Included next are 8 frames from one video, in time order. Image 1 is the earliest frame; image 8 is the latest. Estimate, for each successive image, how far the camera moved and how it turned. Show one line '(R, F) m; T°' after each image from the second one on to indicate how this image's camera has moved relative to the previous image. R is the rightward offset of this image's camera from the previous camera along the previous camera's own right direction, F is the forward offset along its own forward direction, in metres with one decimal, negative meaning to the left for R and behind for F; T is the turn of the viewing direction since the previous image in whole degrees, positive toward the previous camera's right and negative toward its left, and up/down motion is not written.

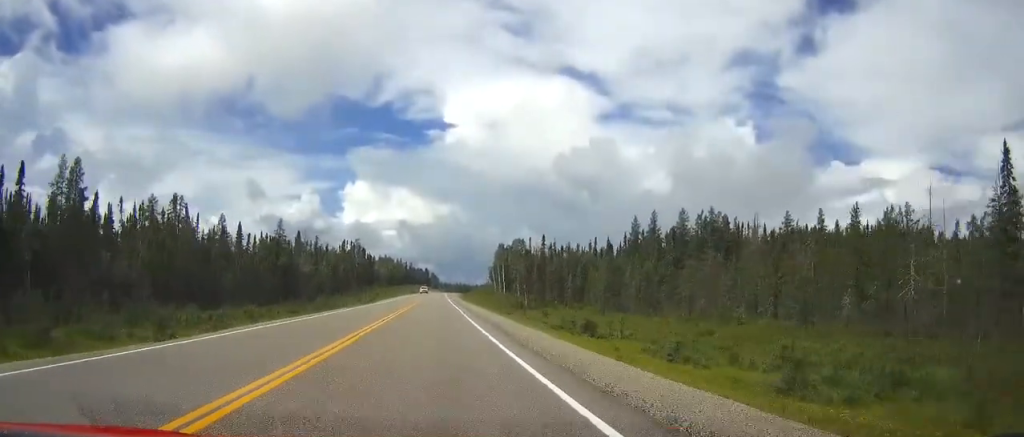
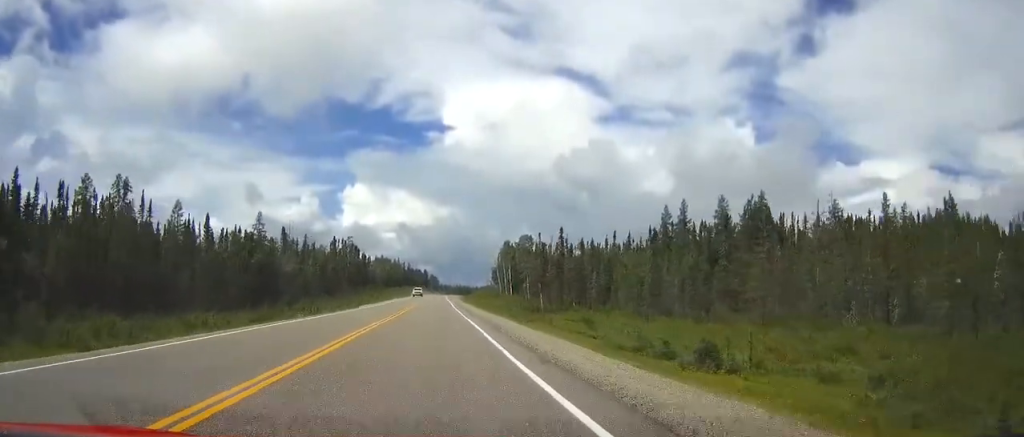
(0.0, +22.6) m; 0°
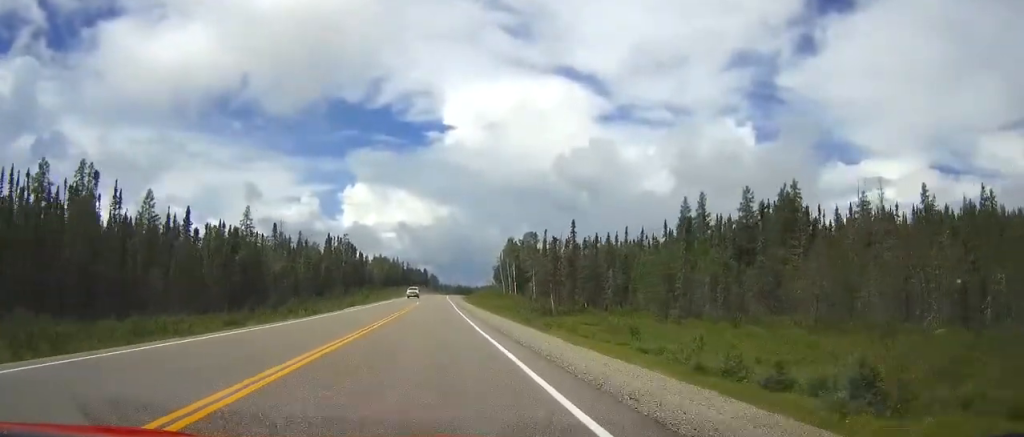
(0.0, +11.3) m; 0°
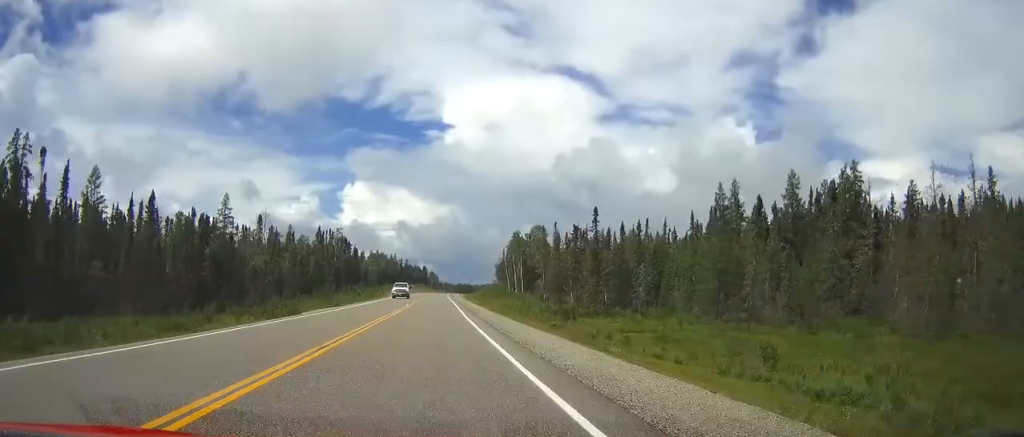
(0.0, +17.0) m; 0°
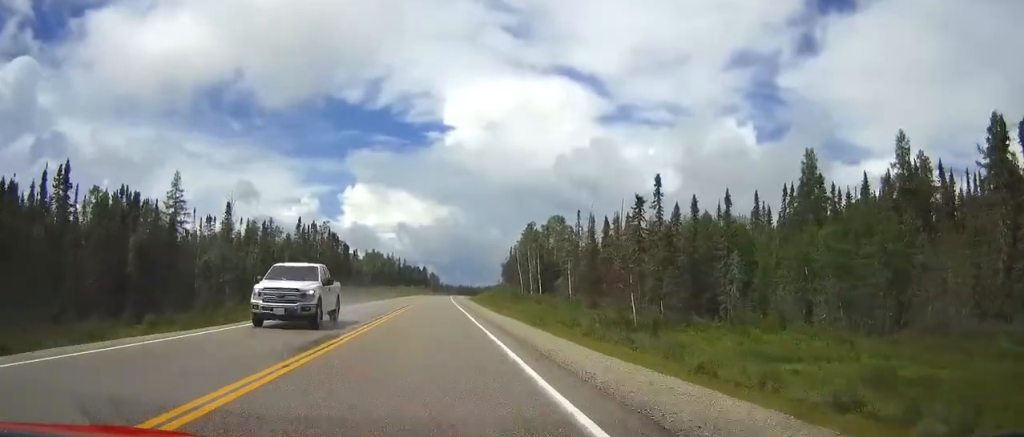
(0.0, +29.3) m; 0°
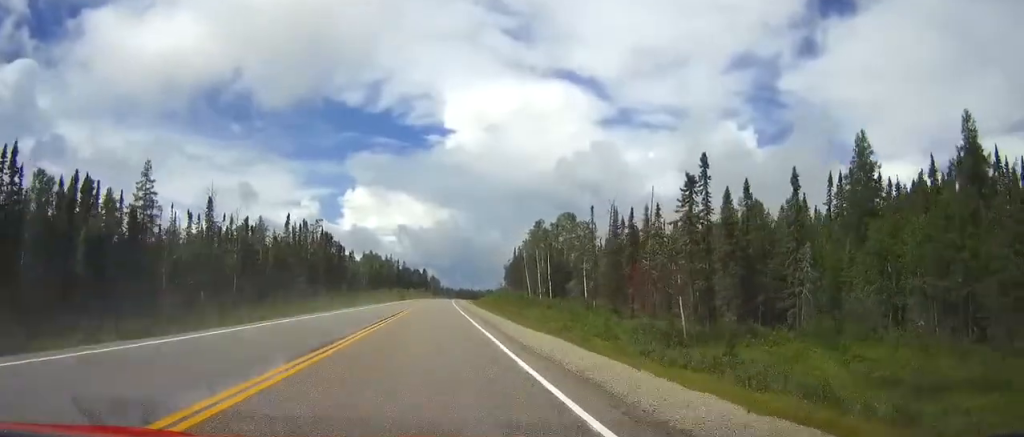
(-0.1, +13.3) m; 0°
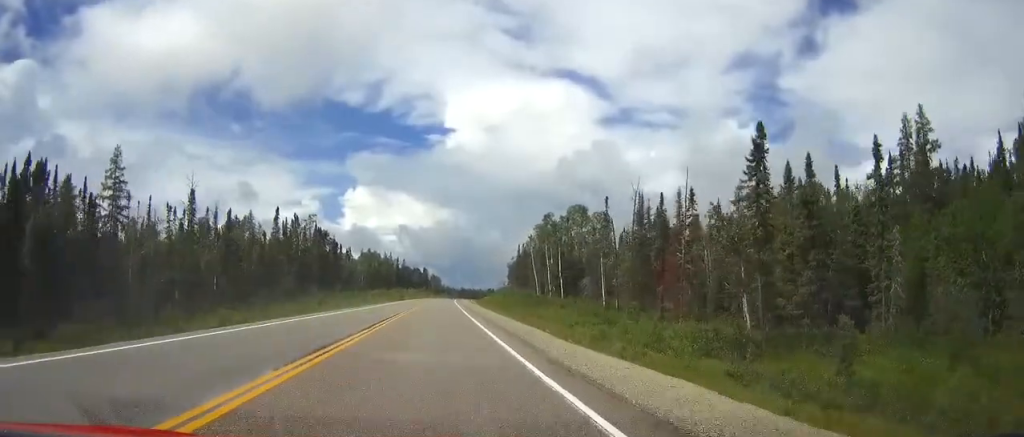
(-0.1, +11.4) m; 0°
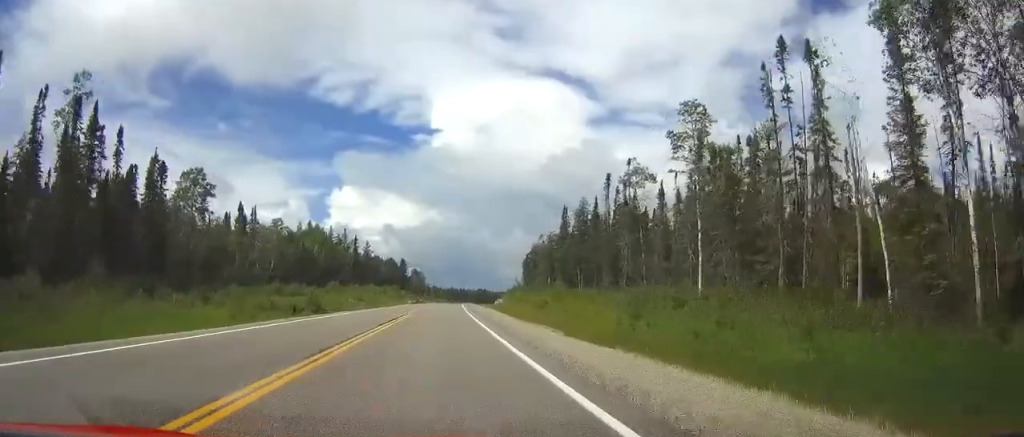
(+1.2, +120.7) m; +1°
